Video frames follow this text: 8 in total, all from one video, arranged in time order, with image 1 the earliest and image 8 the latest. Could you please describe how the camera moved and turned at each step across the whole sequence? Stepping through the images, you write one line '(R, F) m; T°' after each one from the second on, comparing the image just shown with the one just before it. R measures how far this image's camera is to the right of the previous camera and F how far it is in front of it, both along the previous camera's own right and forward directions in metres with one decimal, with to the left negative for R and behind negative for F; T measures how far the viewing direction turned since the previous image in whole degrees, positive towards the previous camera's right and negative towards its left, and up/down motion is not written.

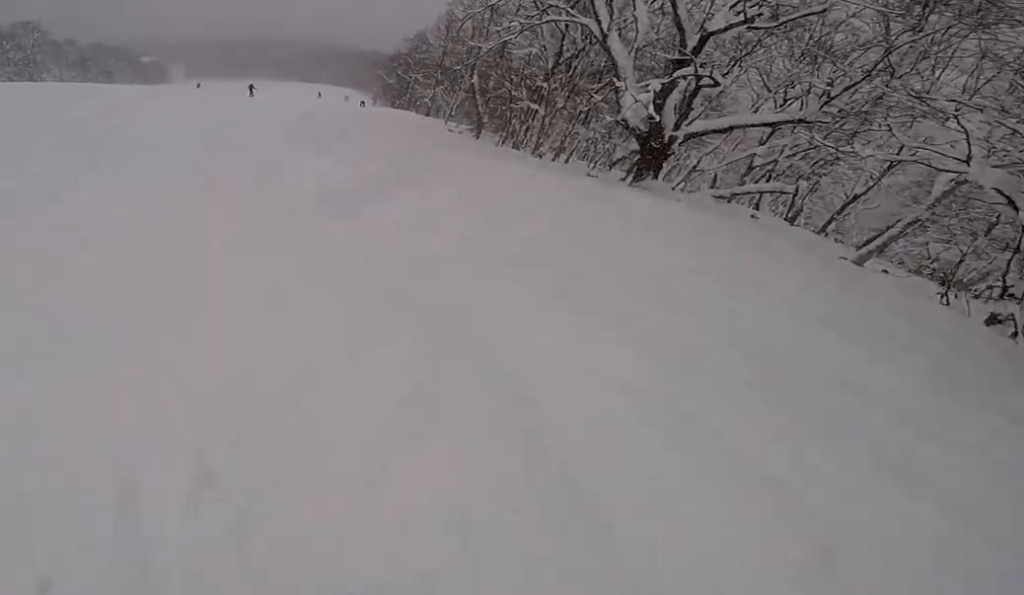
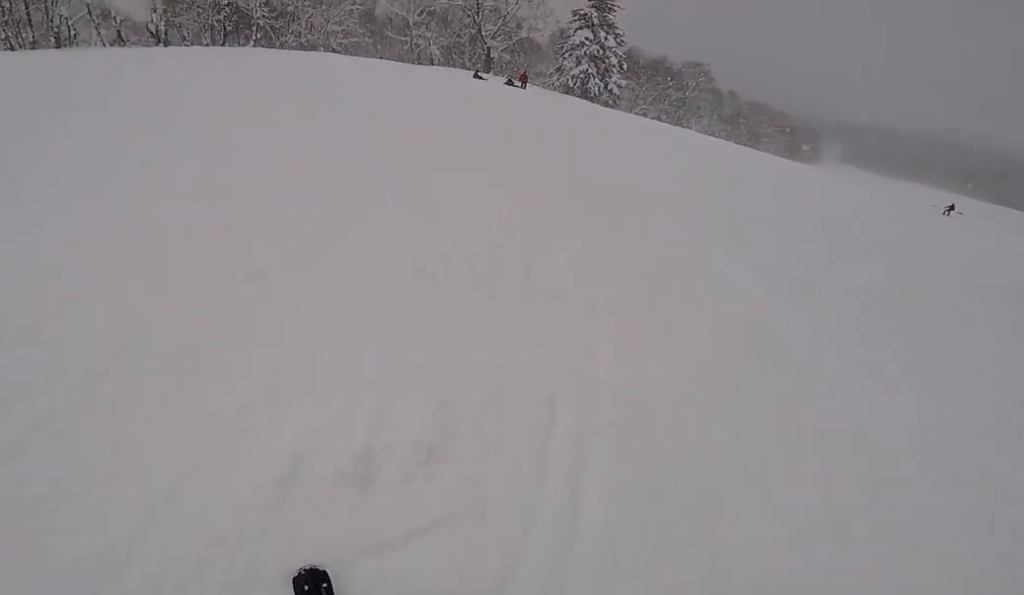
(-5.2, +8.1) m; -39°
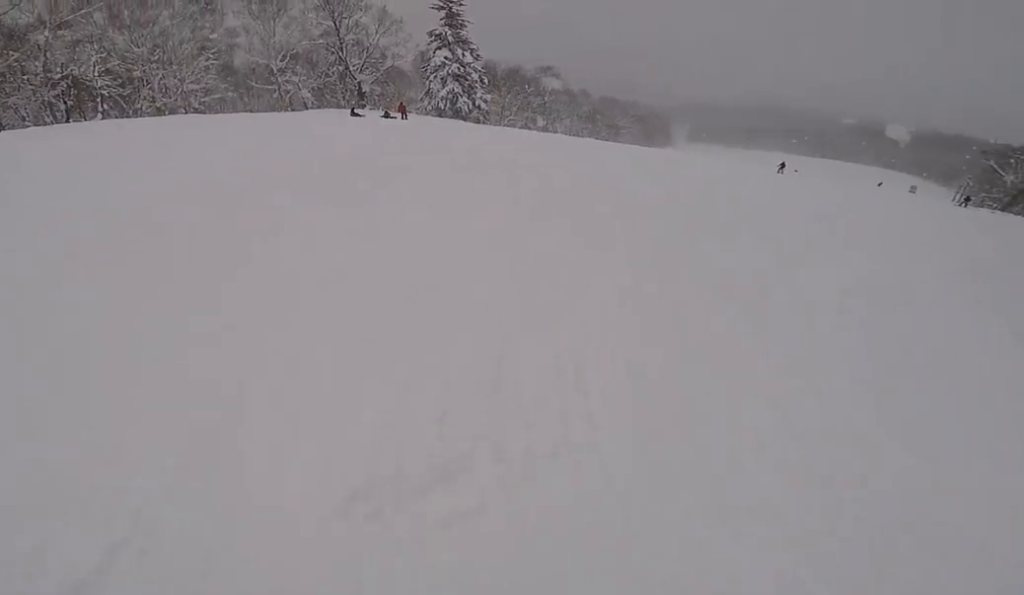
(+0.4, +1.7) m; +8°
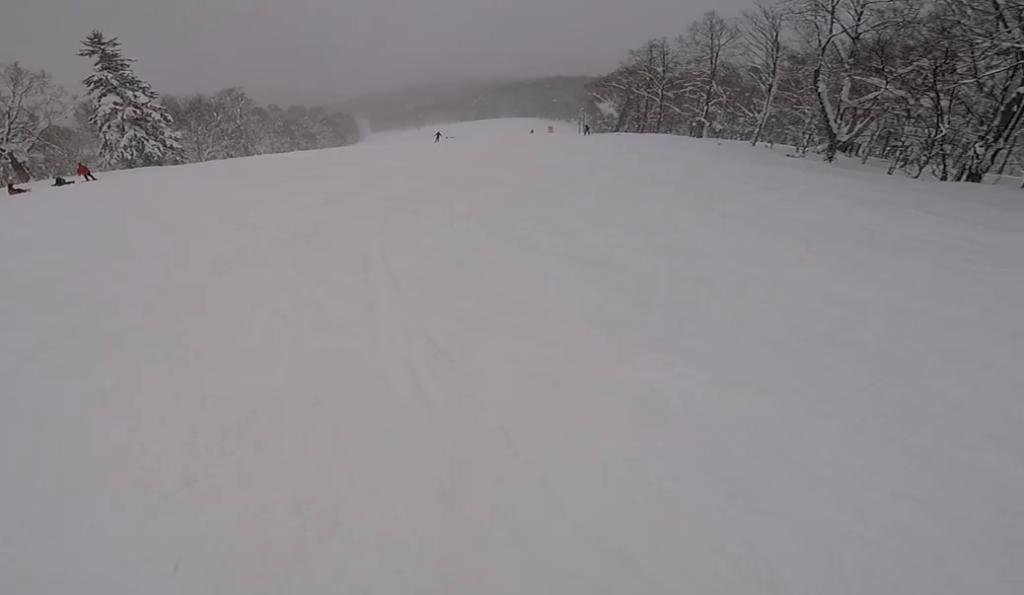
(+0.3, +2.5) m; +12°
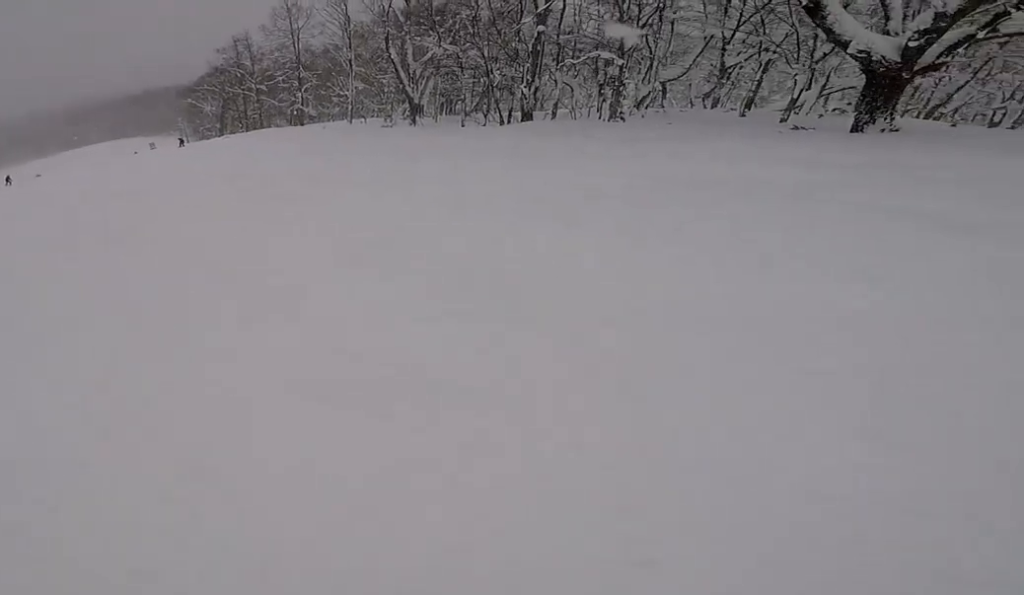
(+0.2, +3.8) m; +27°
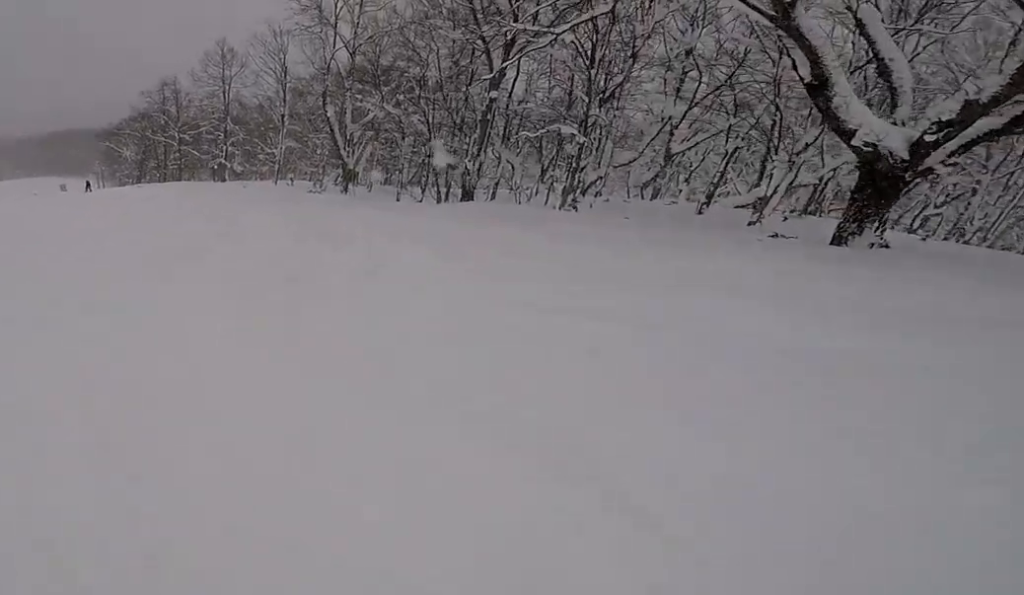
(+1.3, +3.4) m; +15°
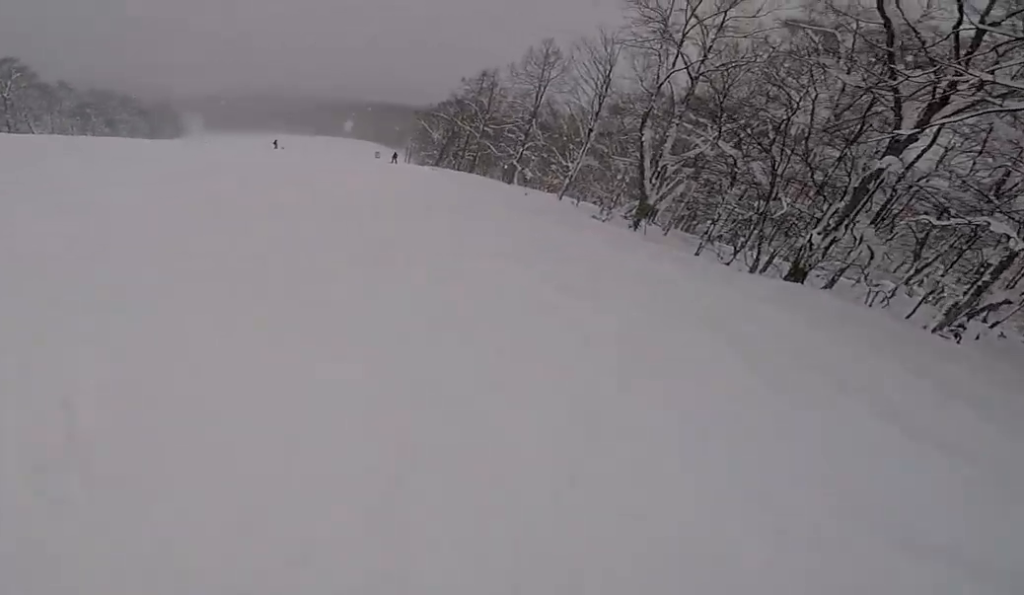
(0.0, +2.0) m; -10°
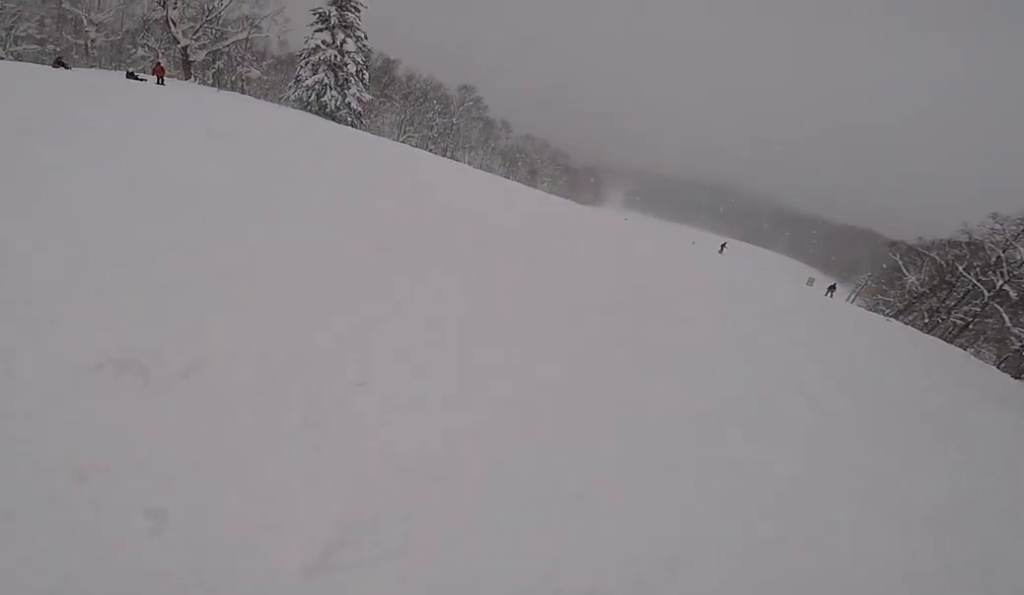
(-2.4, +5.0) m; -41°
